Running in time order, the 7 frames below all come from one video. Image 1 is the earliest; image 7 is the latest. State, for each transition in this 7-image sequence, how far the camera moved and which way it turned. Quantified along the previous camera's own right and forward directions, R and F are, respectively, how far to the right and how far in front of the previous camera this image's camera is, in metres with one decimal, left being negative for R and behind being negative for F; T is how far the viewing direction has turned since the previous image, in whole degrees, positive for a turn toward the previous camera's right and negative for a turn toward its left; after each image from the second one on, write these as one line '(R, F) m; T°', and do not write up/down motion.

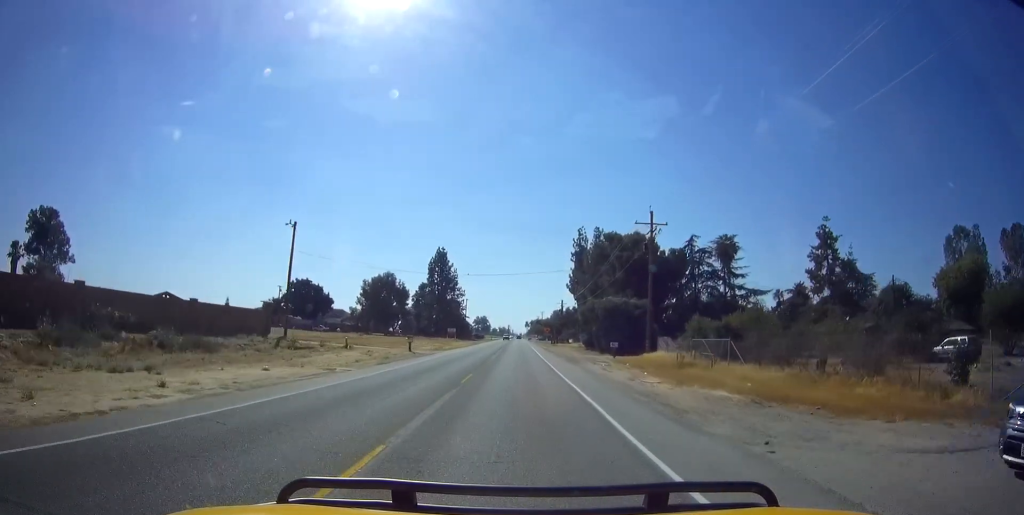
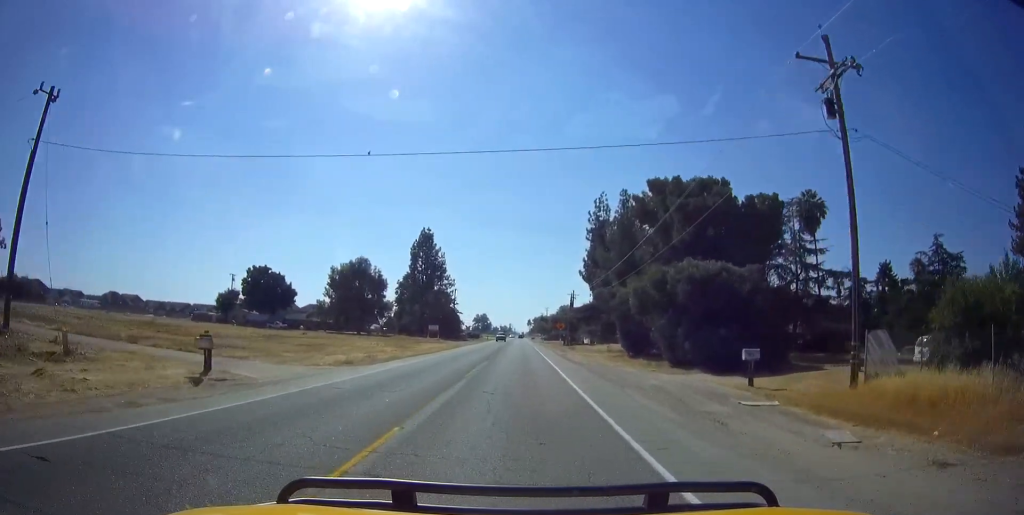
(-0.3, +27.6) m; 0°
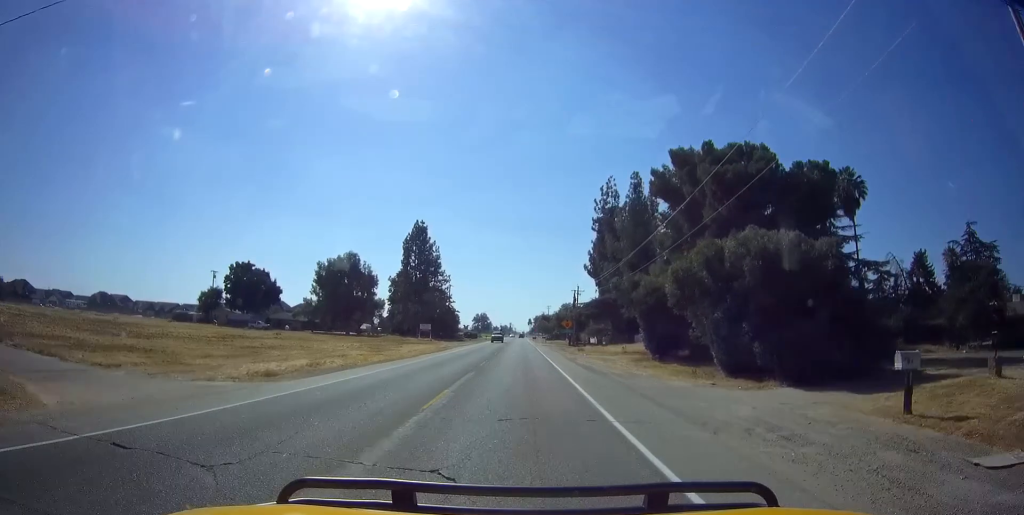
(0.0, +8.6) m; 0°
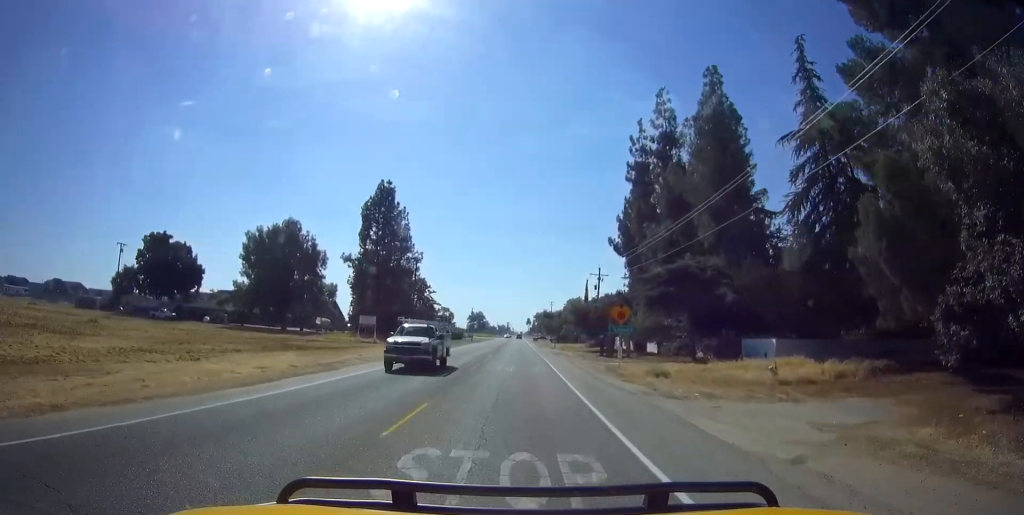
(+0.4, +31.4) m; 0°
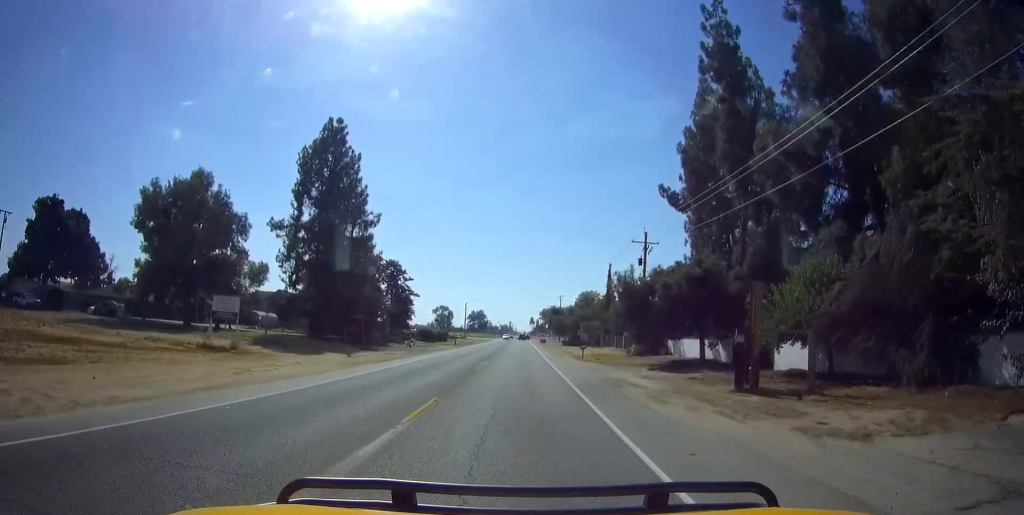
(-0.3, +27.8) m; -1°
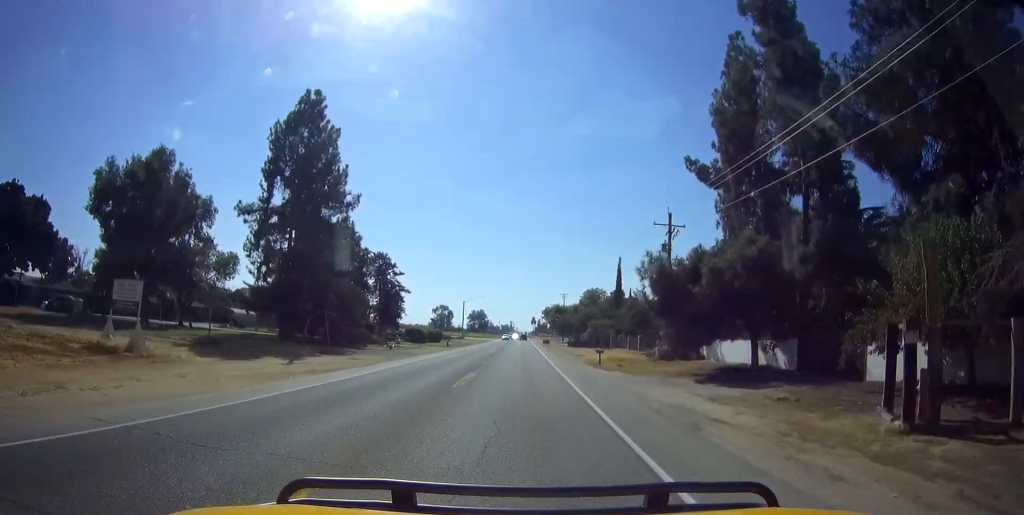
(0.0, +8.1) m; 0°
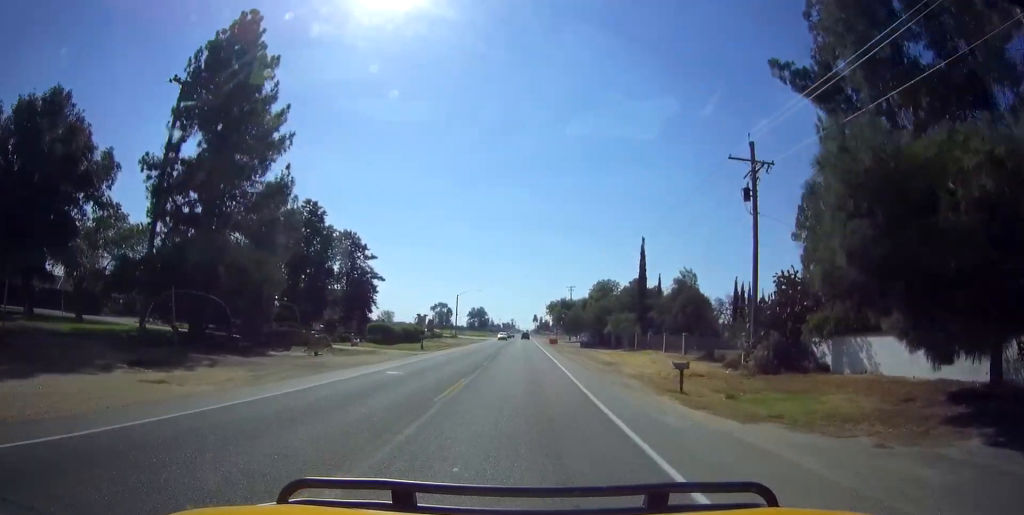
(0.0, +16.2) m; +1°
